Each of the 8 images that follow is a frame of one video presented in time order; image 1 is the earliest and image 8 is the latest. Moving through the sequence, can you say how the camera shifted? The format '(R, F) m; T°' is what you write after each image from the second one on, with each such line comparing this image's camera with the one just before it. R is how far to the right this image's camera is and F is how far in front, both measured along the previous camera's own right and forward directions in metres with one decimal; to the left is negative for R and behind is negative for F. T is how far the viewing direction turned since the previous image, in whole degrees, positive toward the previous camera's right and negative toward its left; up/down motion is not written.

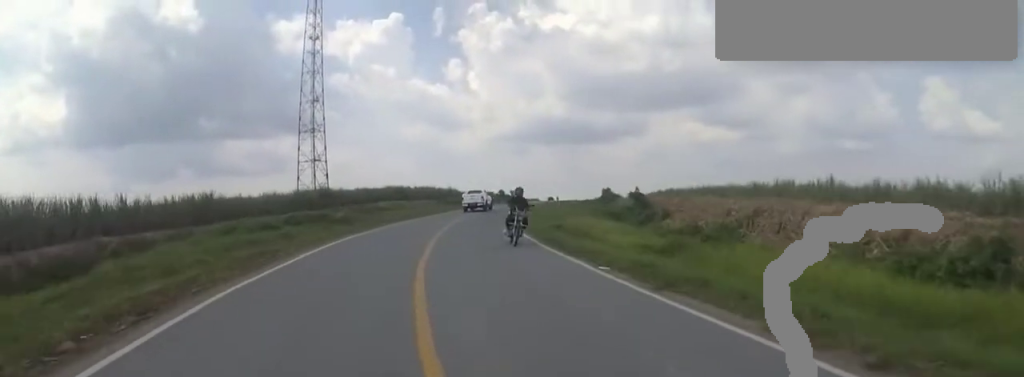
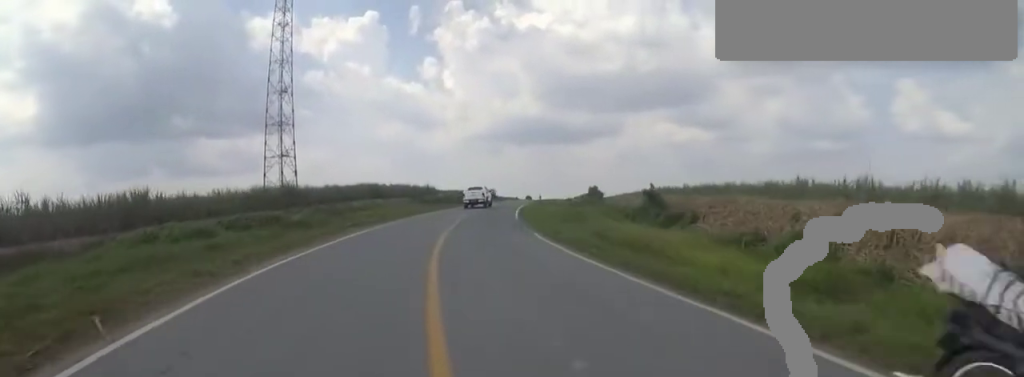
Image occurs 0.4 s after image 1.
(-0.3, +6.5) m; +2°
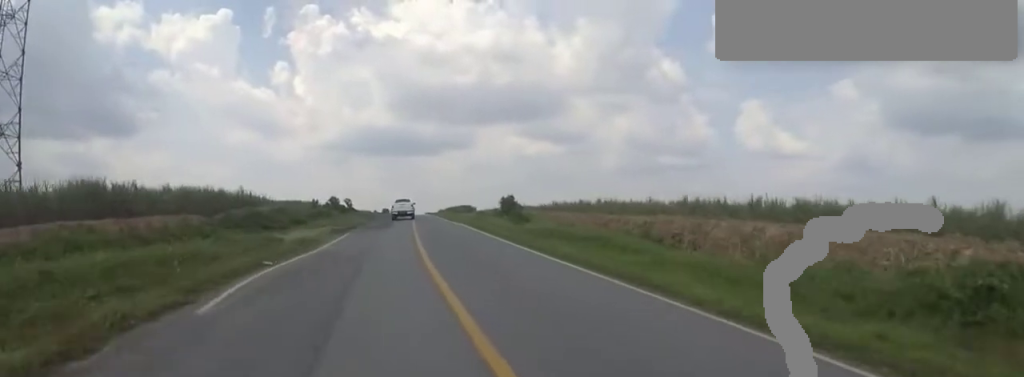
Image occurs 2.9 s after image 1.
(+8.7, +36.6) m; +20°
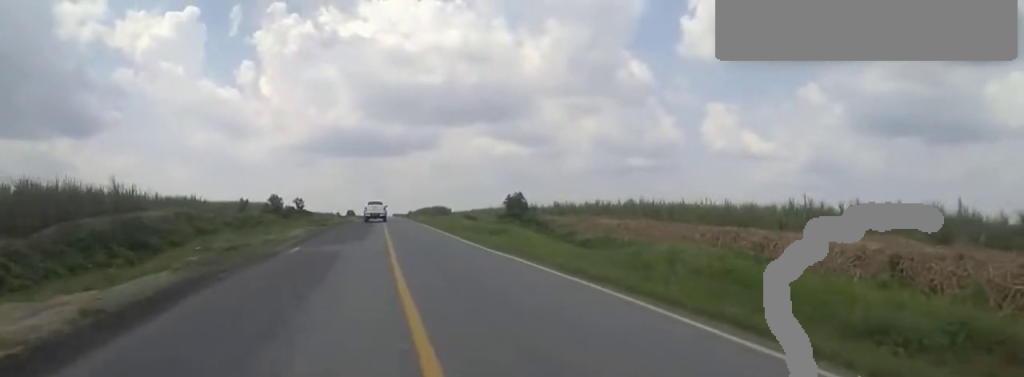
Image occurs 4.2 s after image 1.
(0.0, +19.7) m; 0°
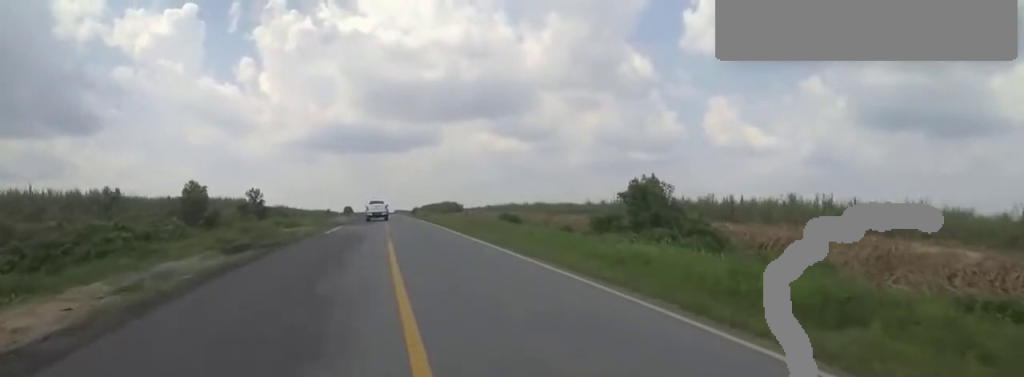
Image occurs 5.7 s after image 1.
(0.0, +24.5) m; 0°
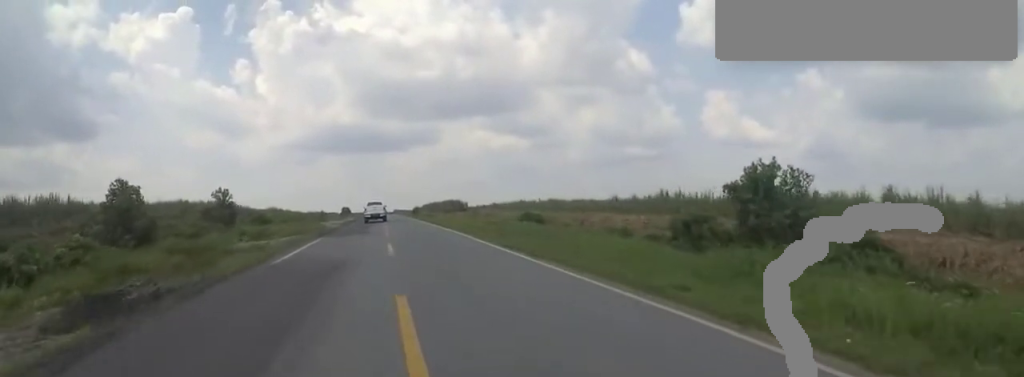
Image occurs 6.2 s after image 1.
(0.0, +8.9) m; 0°
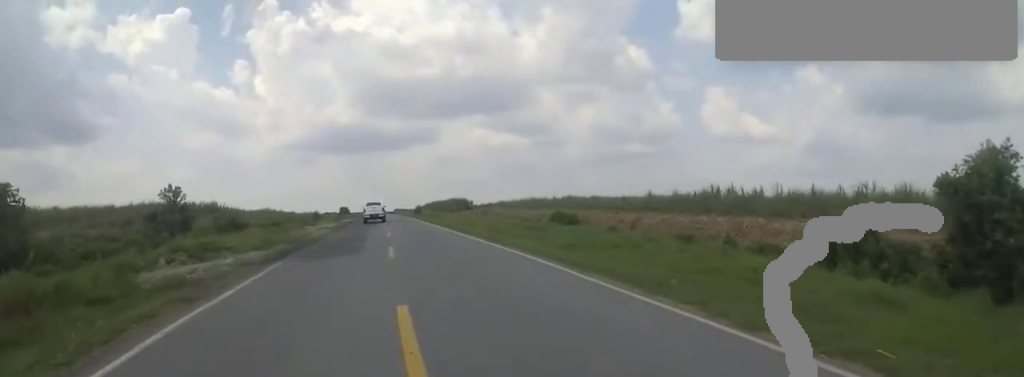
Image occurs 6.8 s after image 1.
(0.0, +9.1) m; 0°
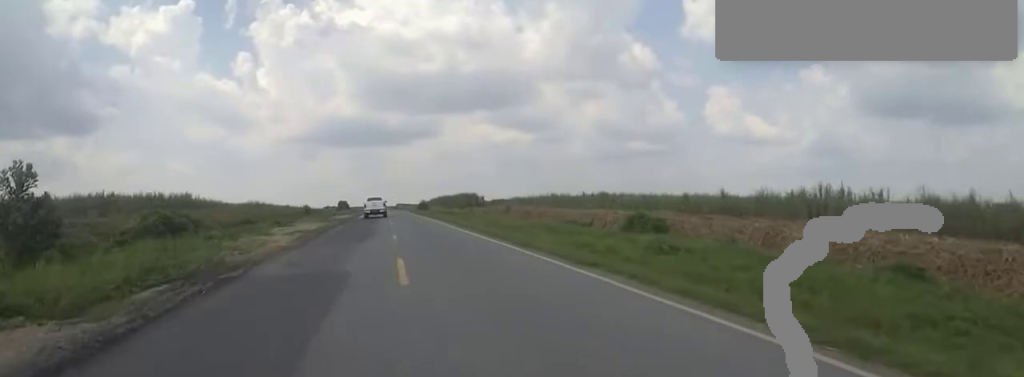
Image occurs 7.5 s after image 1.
(+0.1, +12.9) m; +1°
